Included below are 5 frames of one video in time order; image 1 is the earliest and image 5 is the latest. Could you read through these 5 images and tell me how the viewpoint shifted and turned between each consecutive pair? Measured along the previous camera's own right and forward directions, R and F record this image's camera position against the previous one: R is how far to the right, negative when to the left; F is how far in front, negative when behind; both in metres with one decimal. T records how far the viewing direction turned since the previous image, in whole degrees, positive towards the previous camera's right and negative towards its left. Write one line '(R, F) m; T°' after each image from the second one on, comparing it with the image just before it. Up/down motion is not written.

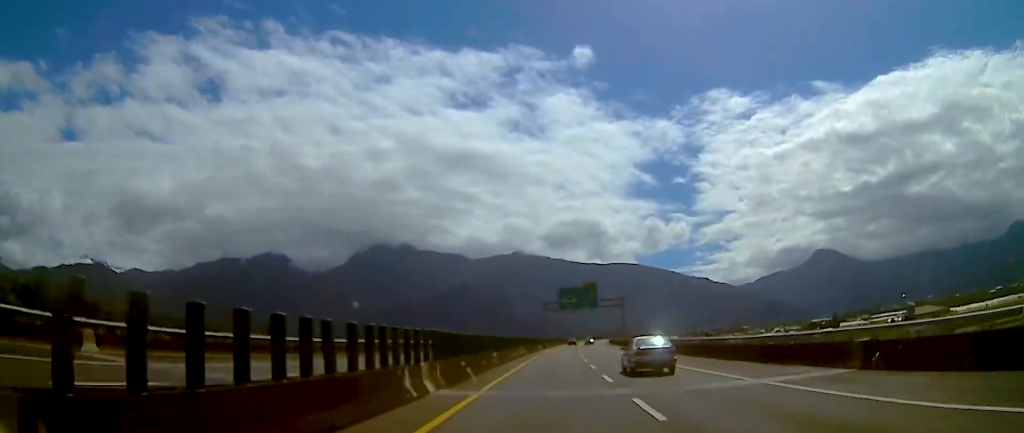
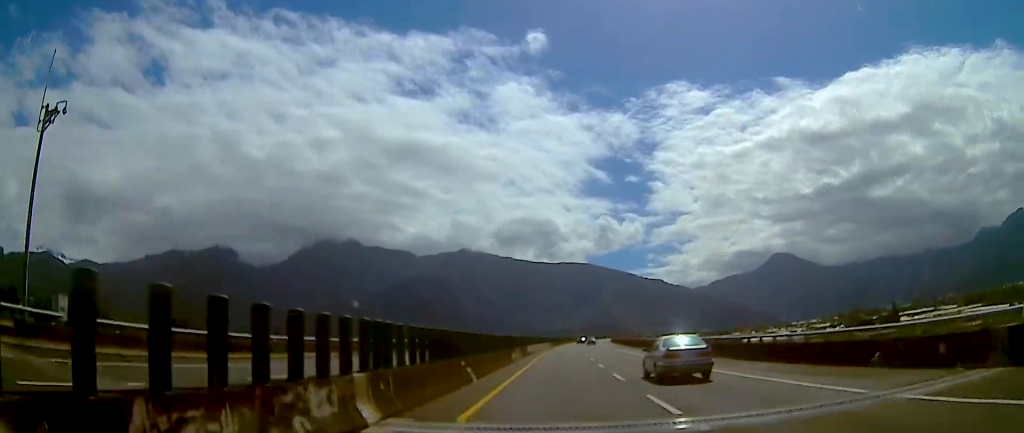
(+5.4, +195.7) m; +5°
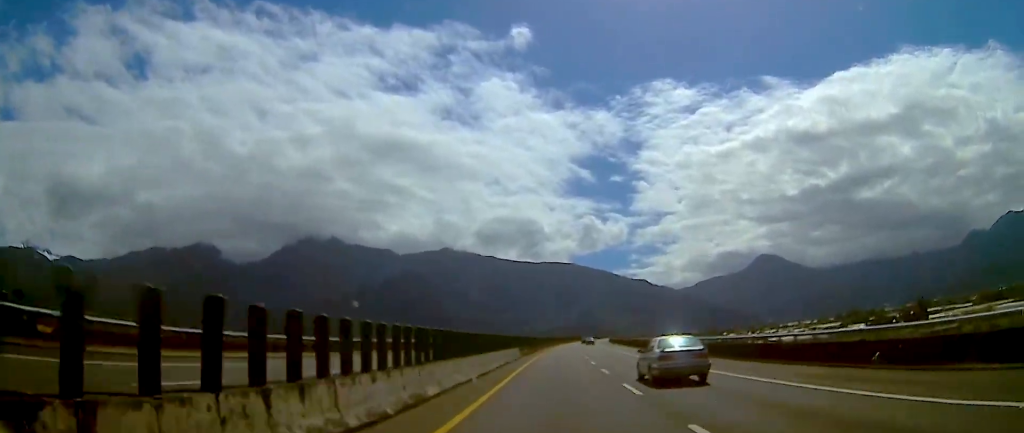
(+0.6, +53.7) m; 0°
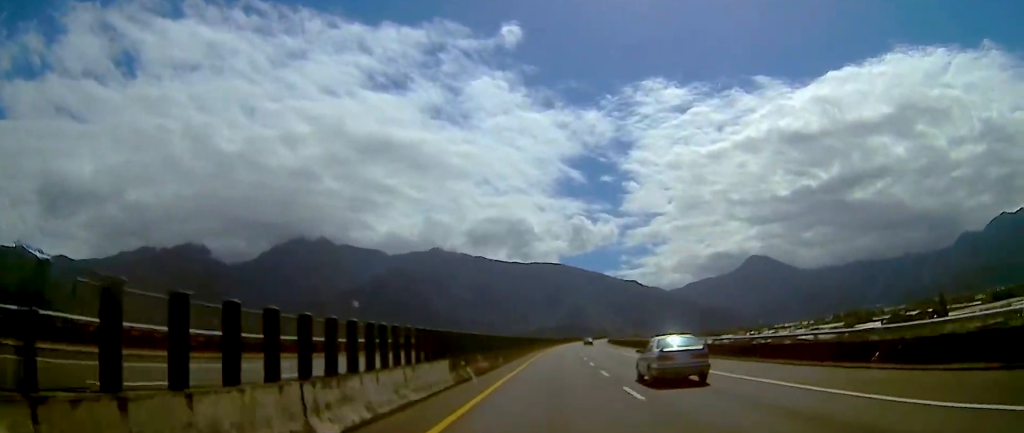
(-0.6, +31.8) m; +1°
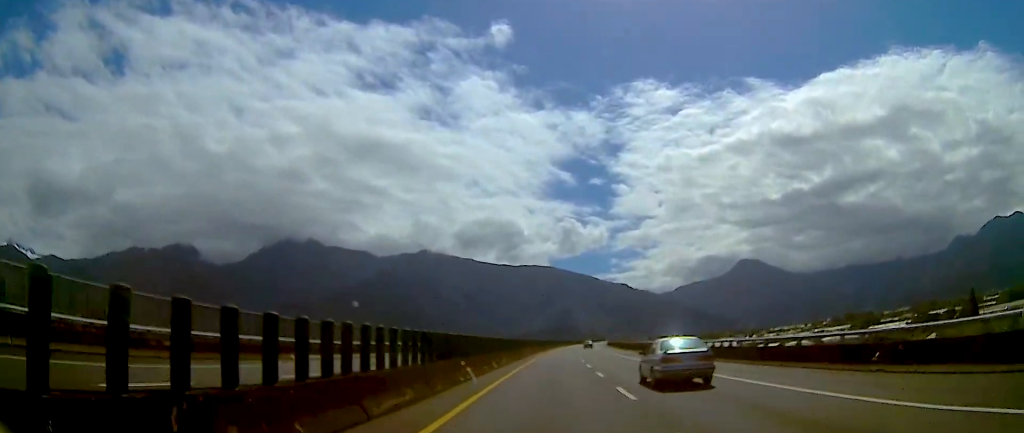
(+1.0, +40.2) m; +1°
